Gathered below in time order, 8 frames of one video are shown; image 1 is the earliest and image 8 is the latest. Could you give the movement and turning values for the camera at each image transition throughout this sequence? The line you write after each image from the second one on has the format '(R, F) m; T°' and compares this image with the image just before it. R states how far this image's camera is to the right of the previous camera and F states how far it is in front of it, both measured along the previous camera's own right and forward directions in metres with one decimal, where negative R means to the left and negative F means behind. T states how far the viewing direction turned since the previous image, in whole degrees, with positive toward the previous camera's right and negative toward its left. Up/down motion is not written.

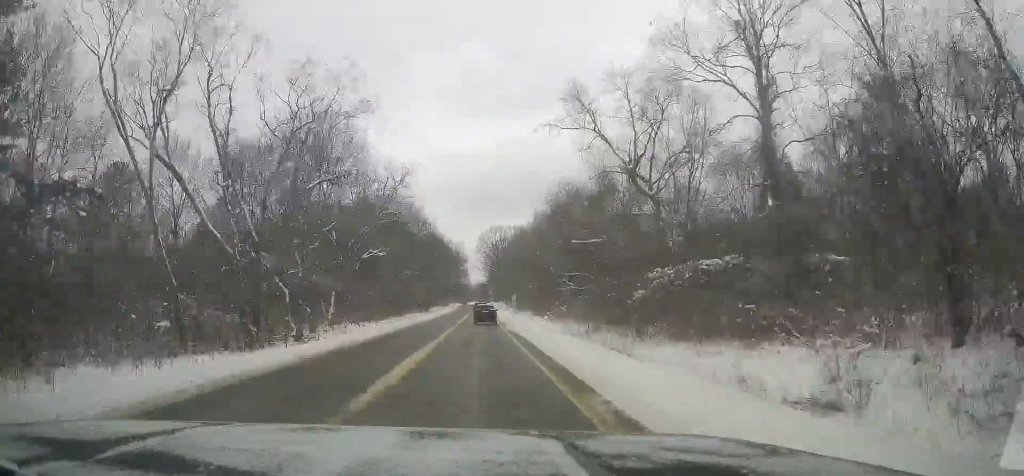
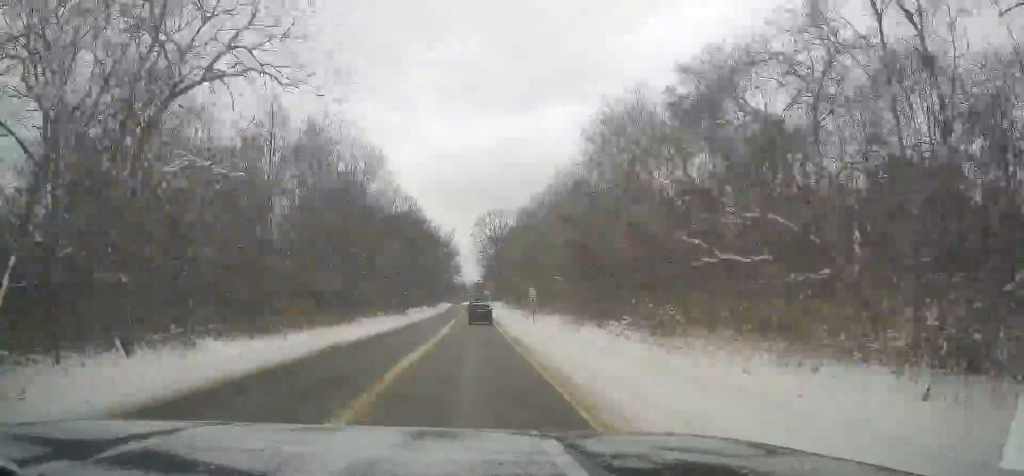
(0.0, +35.2) m; 0°
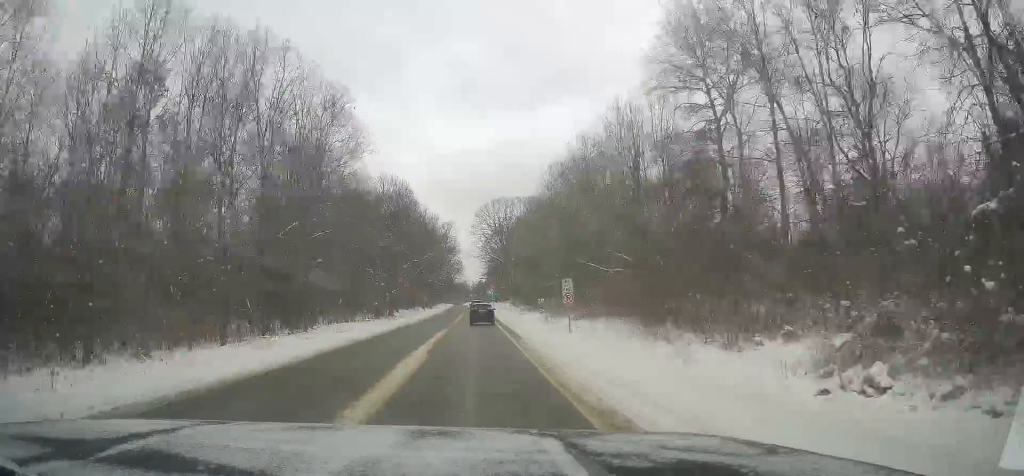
(+0.4, +18.4) m; -1°
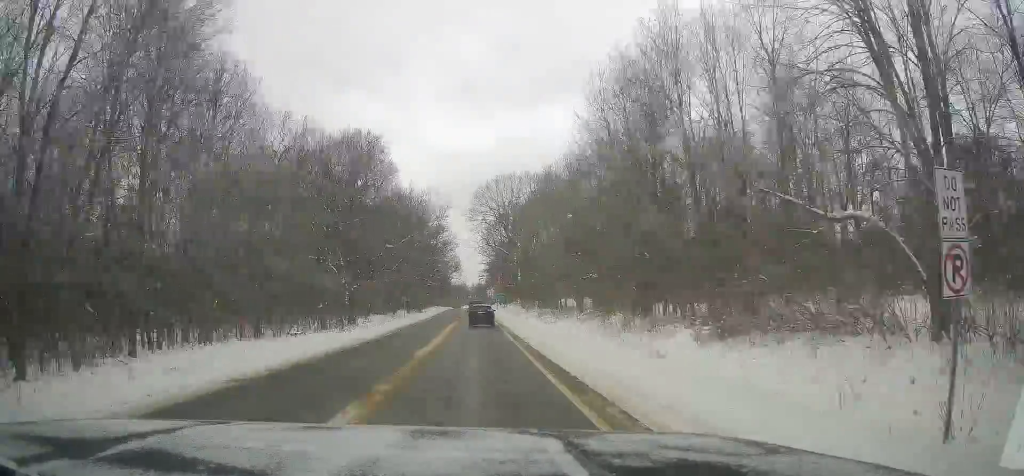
(-0.8, +27.6) m; -1°
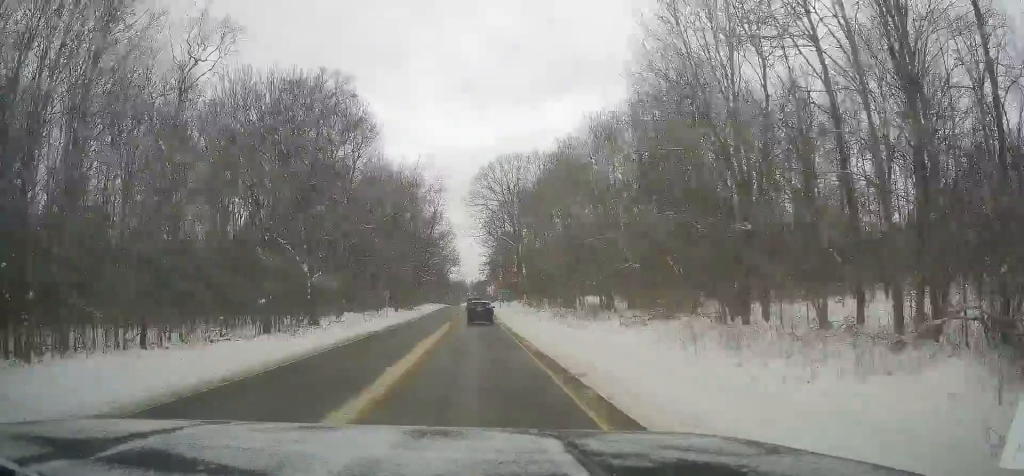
(+0.2, +13.9) m; +1°
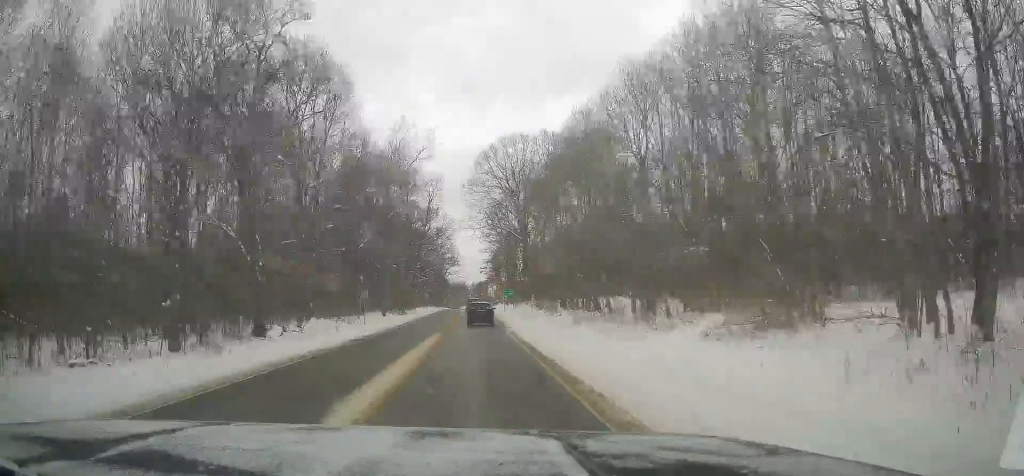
(+0.1, +12.3) m; 0°
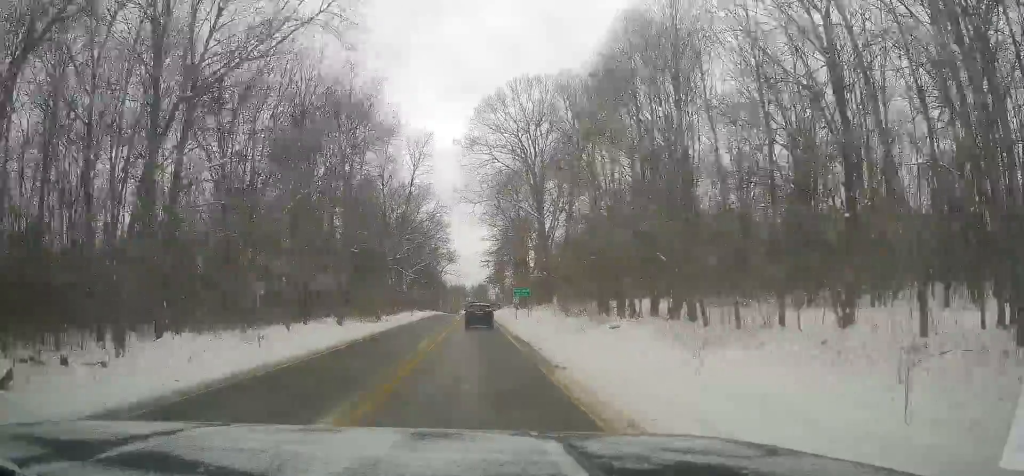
(0.0, +23.4) m; 0°
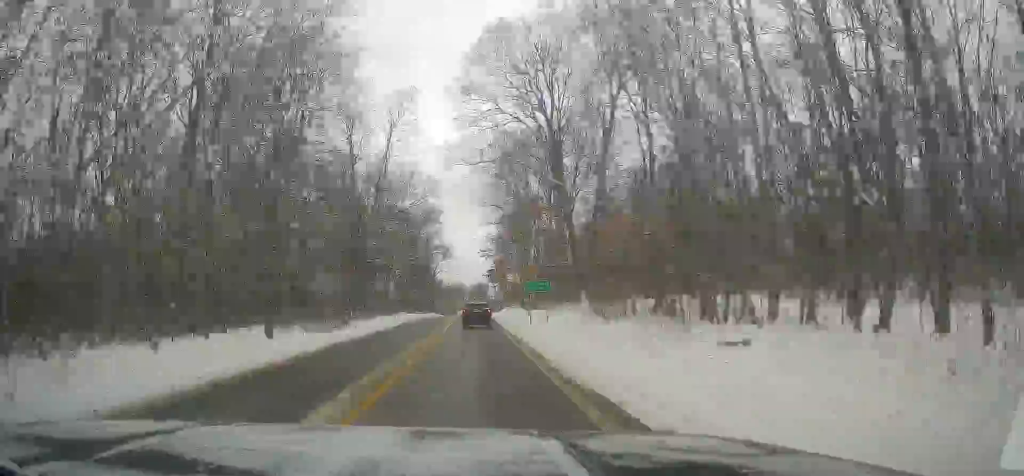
(+0.1, +17.1) m; -1°
